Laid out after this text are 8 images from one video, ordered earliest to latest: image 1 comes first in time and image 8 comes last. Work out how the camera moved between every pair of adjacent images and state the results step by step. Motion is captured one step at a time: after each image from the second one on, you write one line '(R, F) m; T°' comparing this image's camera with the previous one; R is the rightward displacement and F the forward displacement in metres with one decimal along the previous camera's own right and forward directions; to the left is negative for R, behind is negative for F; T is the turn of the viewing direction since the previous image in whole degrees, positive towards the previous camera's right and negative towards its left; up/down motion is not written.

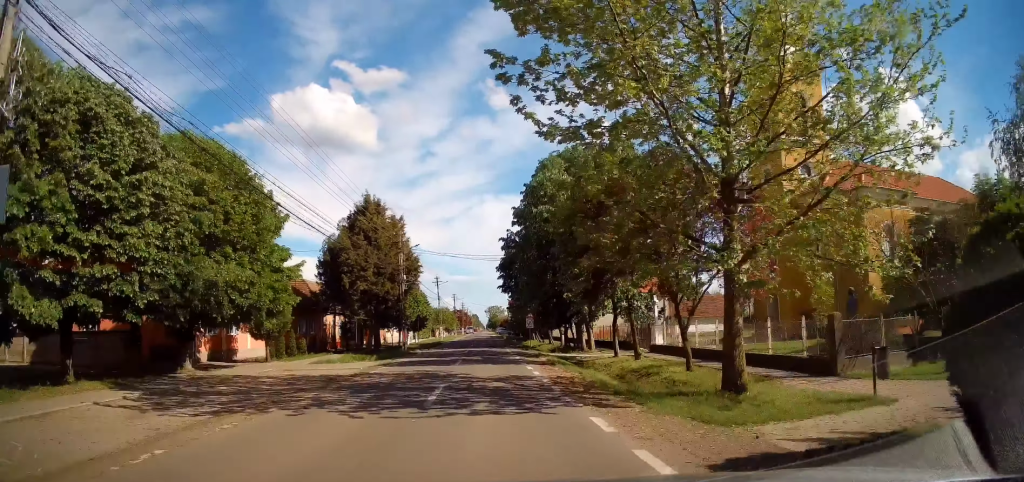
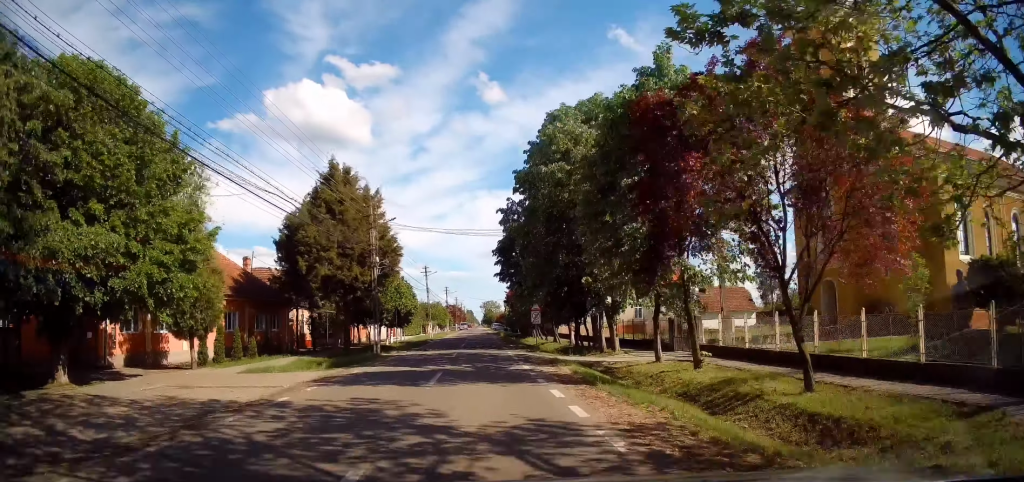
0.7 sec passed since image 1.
(+0.1, +6.9) m; +1°
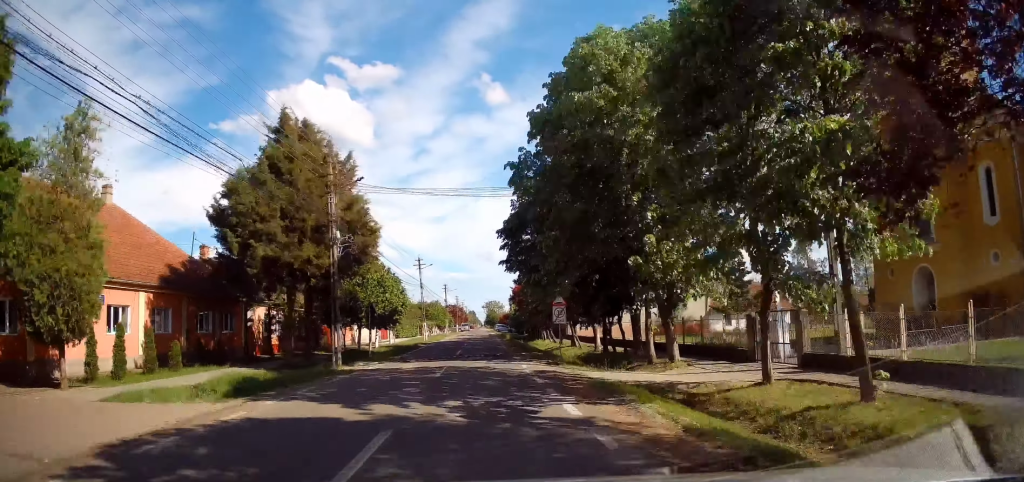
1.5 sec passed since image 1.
(0.0, +7.5) m; -1°
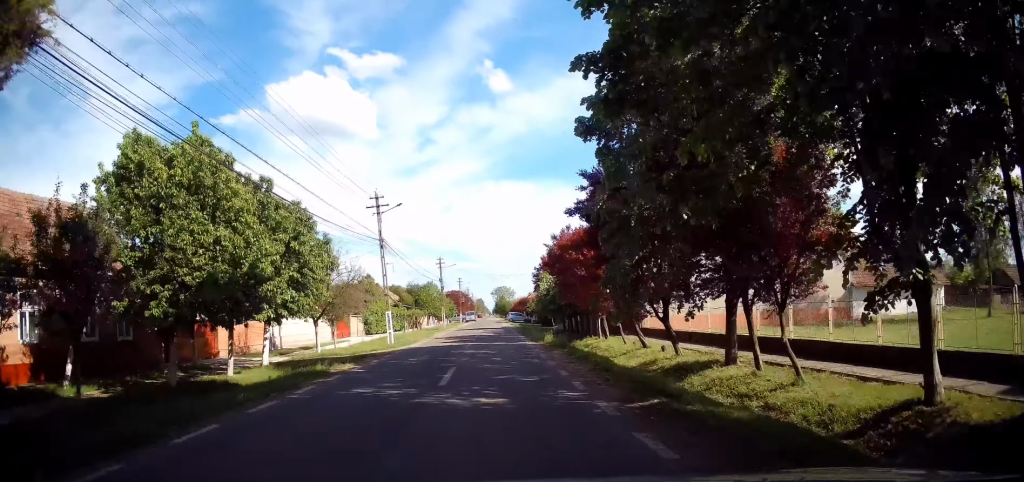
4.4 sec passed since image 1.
(-0.2, +24.9) m; +1°
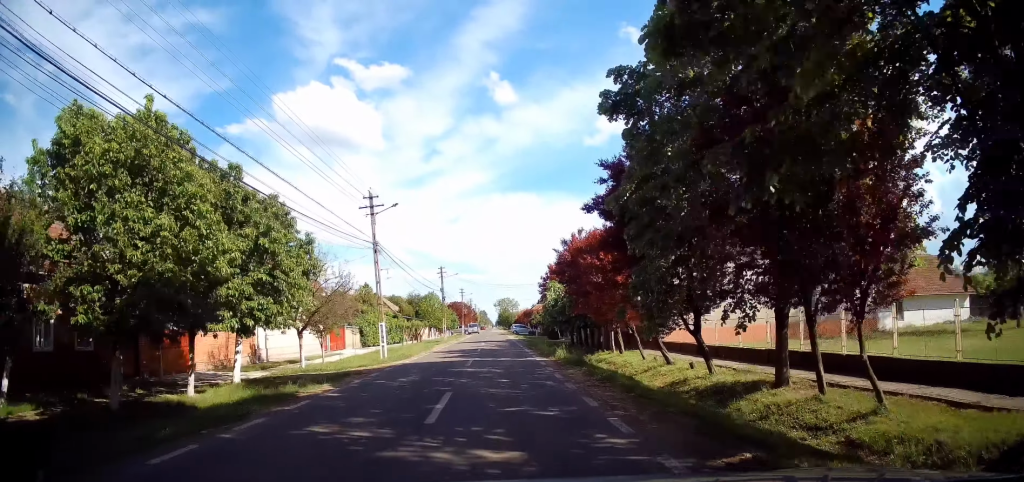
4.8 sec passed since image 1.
(0.0, +3.3) m; +1°
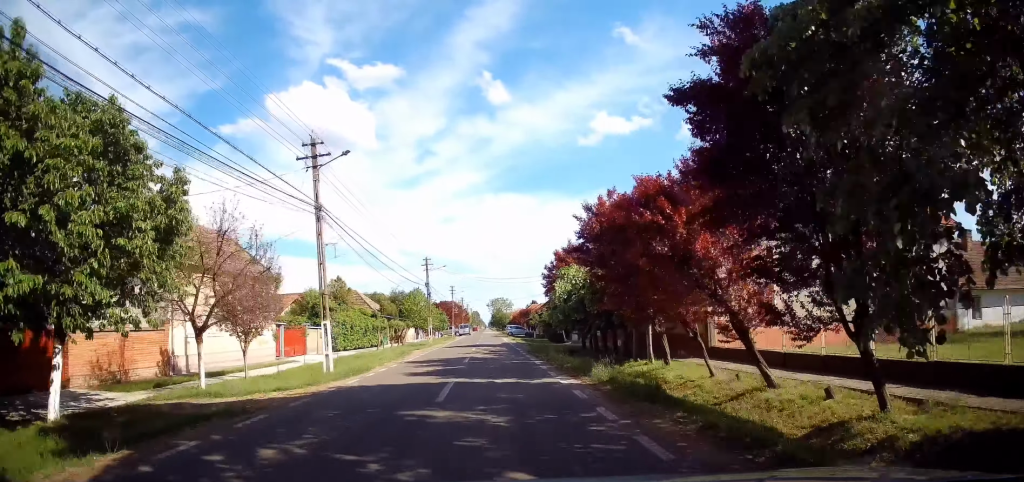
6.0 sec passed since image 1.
(+0.3, +8.7) m; +2°
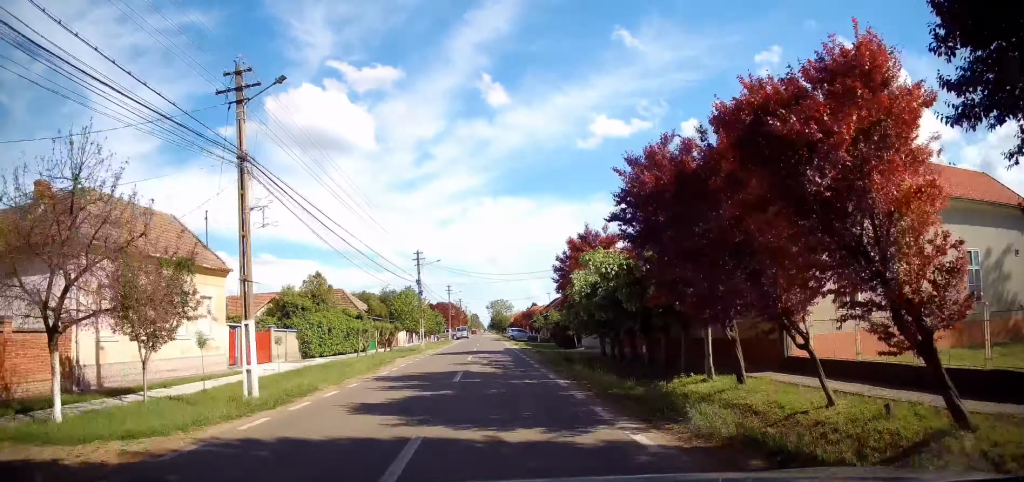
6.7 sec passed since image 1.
(0.0, +6.0) m; -1°
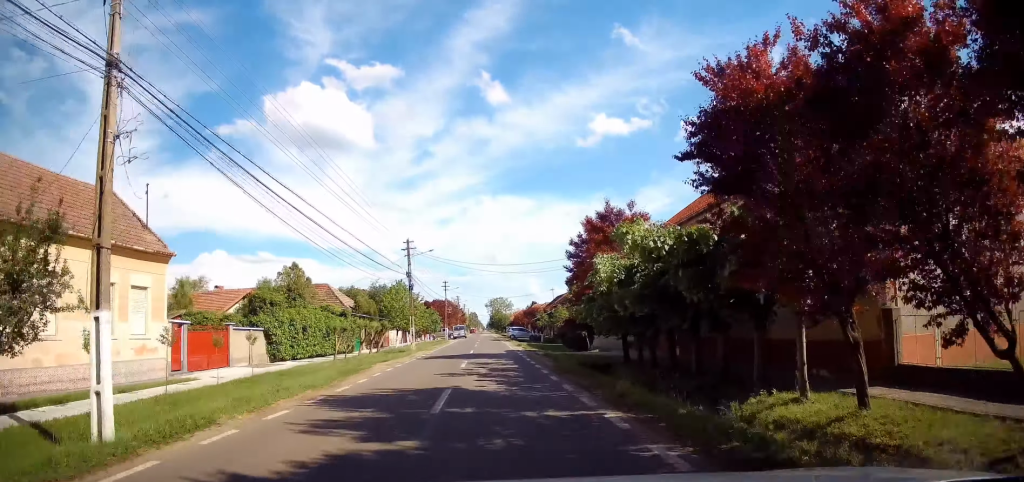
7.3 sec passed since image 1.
(0.0, +4.8) m; -1°
